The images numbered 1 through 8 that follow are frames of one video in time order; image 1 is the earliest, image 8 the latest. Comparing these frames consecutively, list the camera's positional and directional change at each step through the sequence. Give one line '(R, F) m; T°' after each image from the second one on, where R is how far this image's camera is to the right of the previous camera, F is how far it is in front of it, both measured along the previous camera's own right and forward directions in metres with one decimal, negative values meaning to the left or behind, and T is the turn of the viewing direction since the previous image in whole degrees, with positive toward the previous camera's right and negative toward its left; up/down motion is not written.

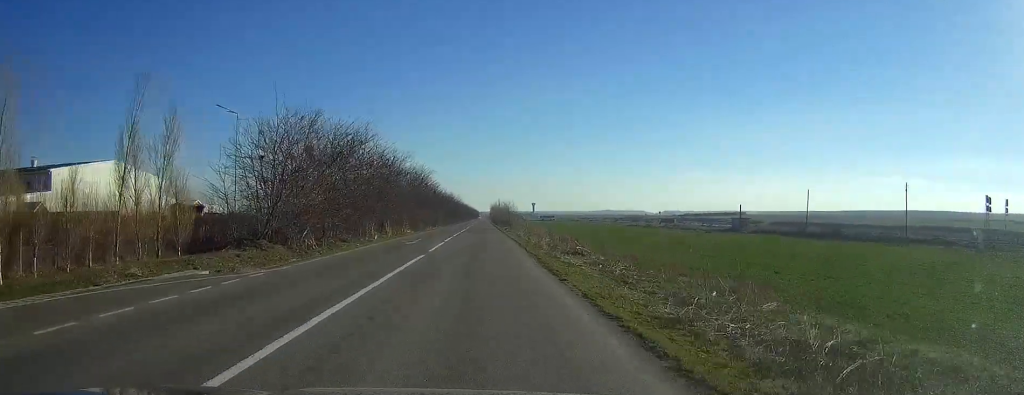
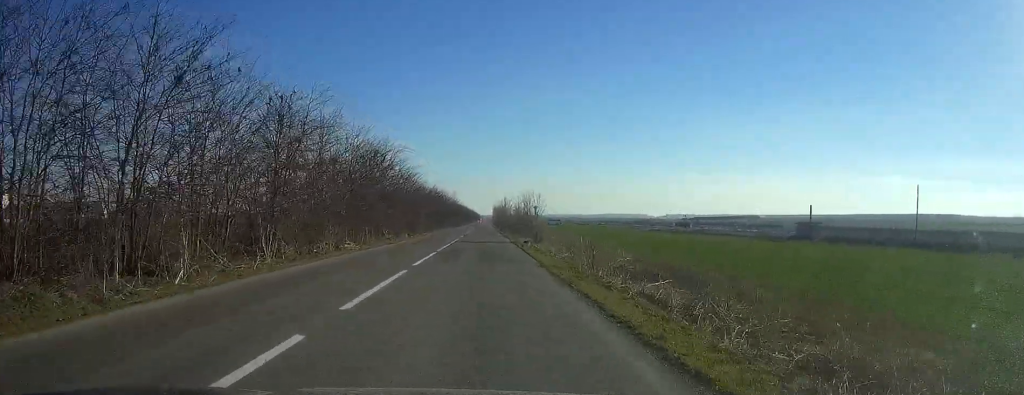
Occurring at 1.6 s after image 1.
(0.0, +42.0) m; 0°
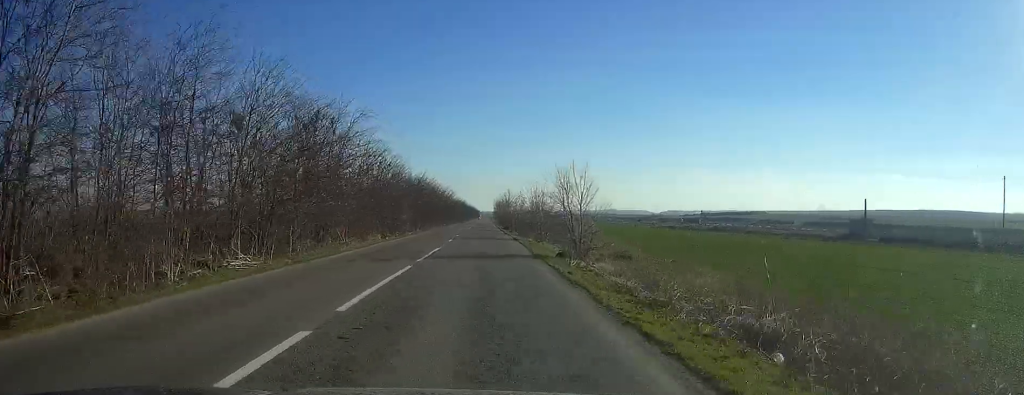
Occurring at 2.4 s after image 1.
(0.0, +23.3) m; 0°
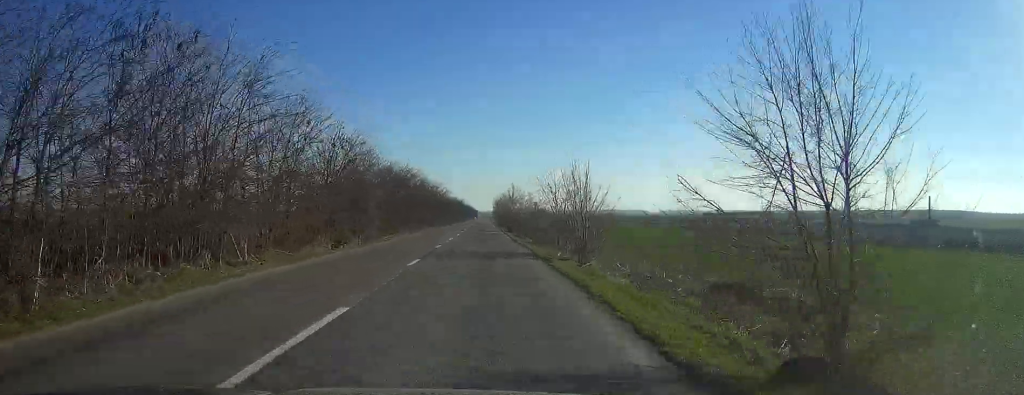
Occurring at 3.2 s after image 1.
(0.0, +21.5) m; 0°
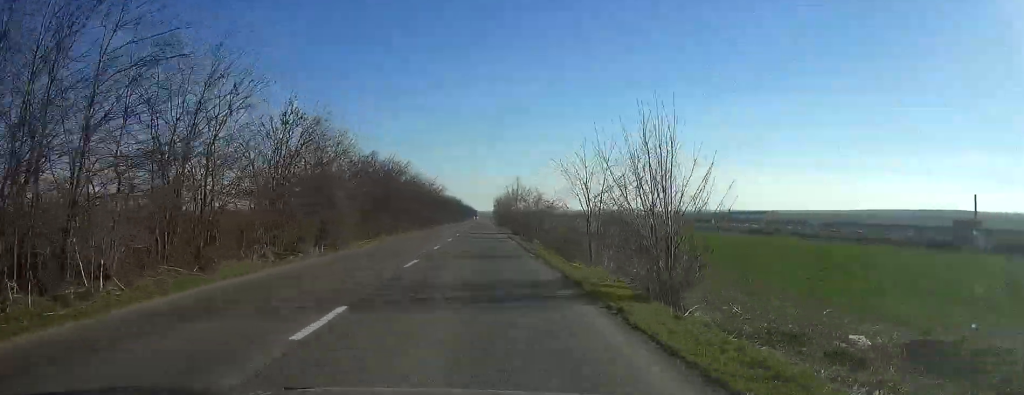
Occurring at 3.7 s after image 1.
(0.0, +12.5) m; 0°
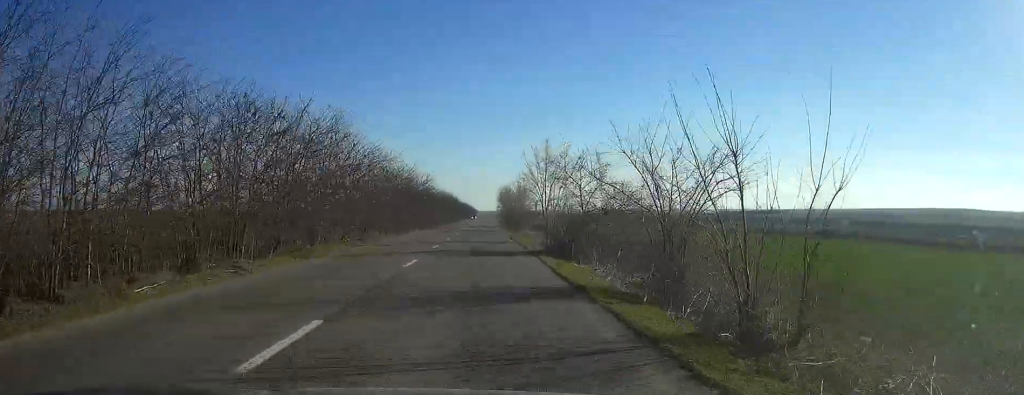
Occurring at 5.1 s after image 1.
(+0.1, +37.5) m; 0°
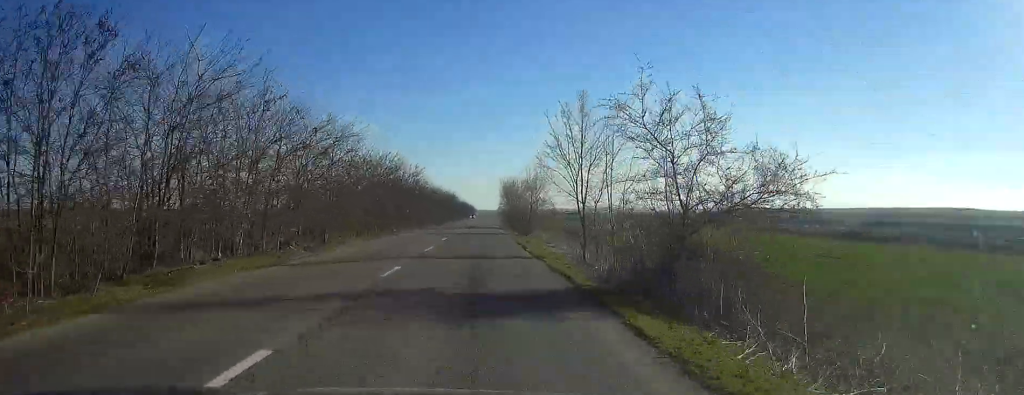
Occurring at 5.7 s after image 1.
(0.0, +16.2) m; 0°
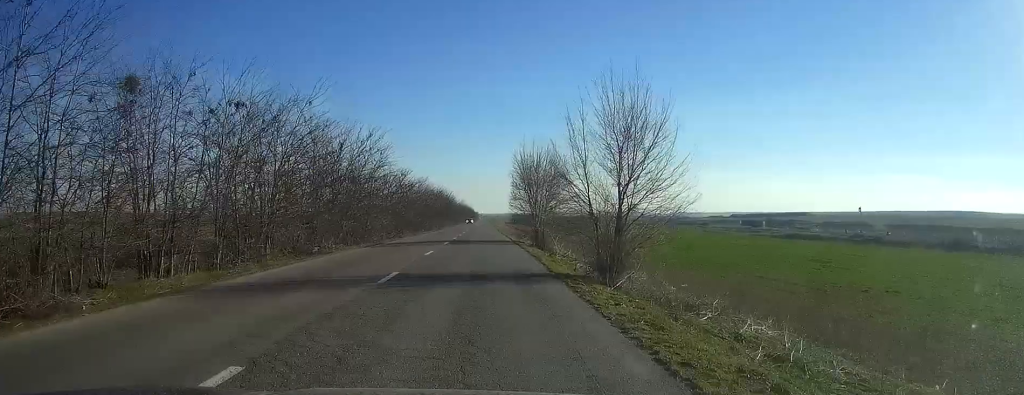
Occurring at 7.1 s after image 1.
(0.0, +36.8) m; 0°
